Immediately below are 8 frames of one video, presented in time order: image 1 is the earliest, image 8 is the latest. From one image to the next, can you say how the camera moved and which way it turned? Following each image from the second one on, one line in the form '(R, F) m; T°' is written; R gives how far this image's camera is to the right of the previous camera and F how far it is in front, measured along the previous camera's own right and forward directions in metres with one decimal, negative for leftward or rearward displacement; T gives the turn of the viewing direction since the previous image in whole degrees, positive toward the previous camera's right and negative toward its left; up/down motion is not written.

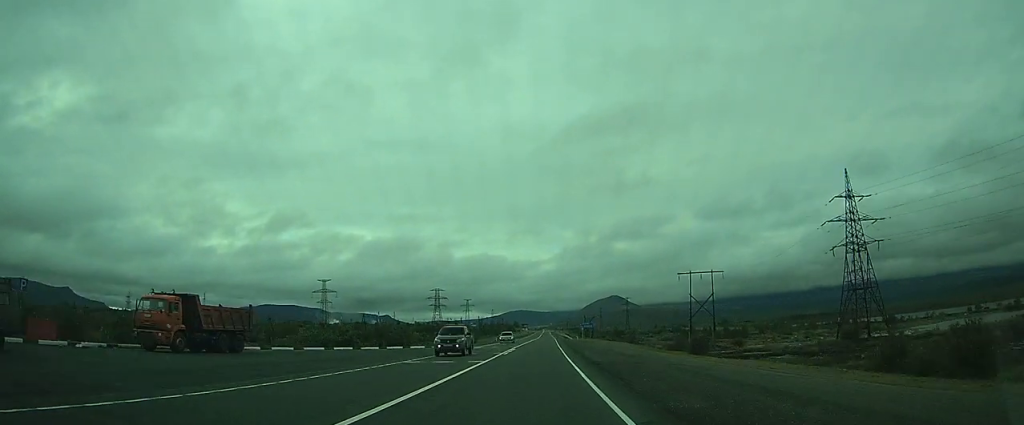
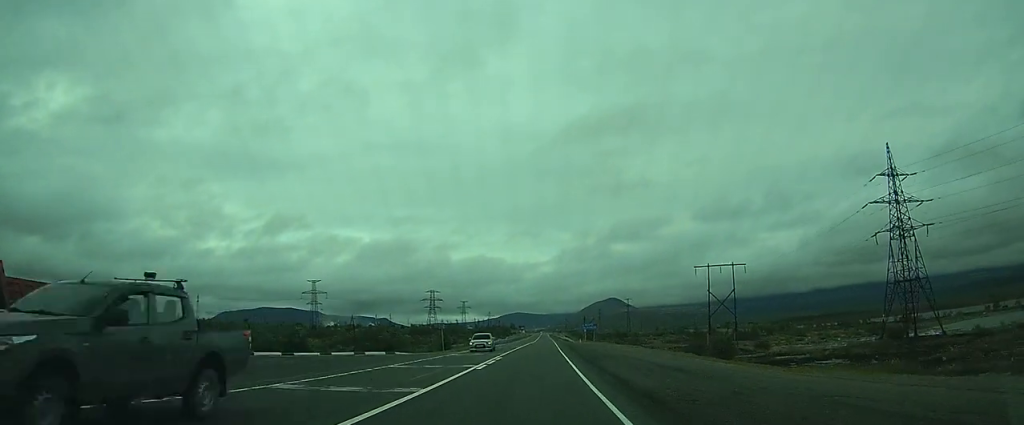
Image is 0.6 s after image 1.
(0.0, +13.5) m; 0°
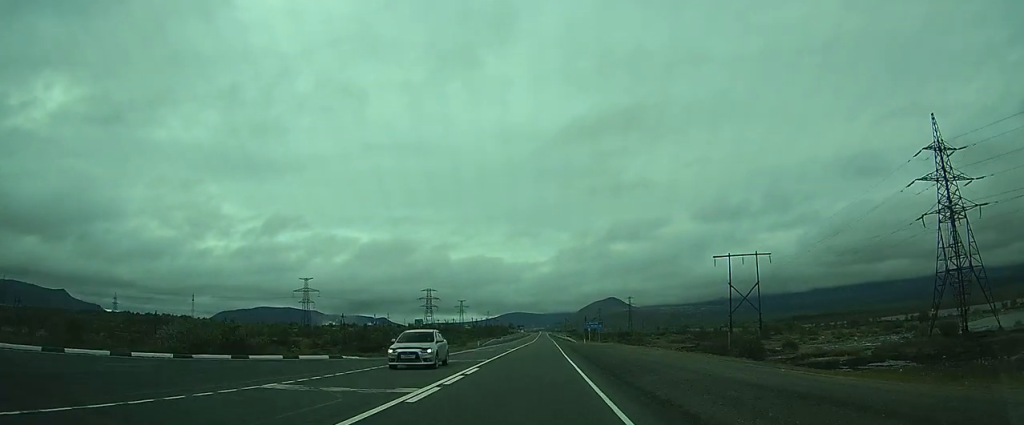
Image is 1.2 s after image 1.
(0.0, +11.4) m; 0°
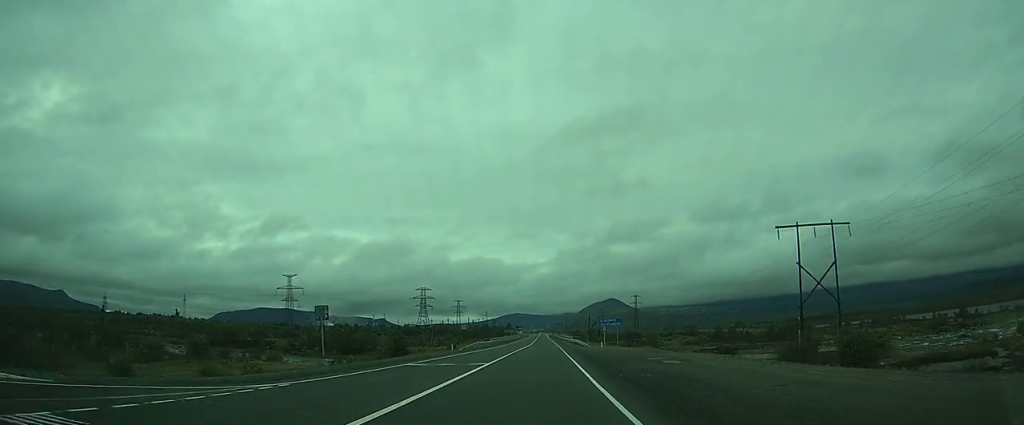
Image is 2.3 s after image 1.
(0.0, +23.7) m; 0°
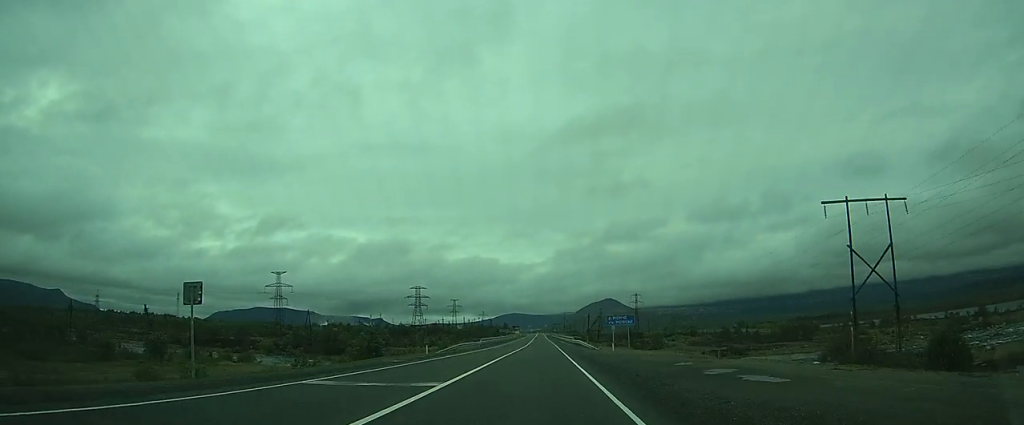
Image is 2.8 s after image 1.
(0.0, +11.5) m; 0°
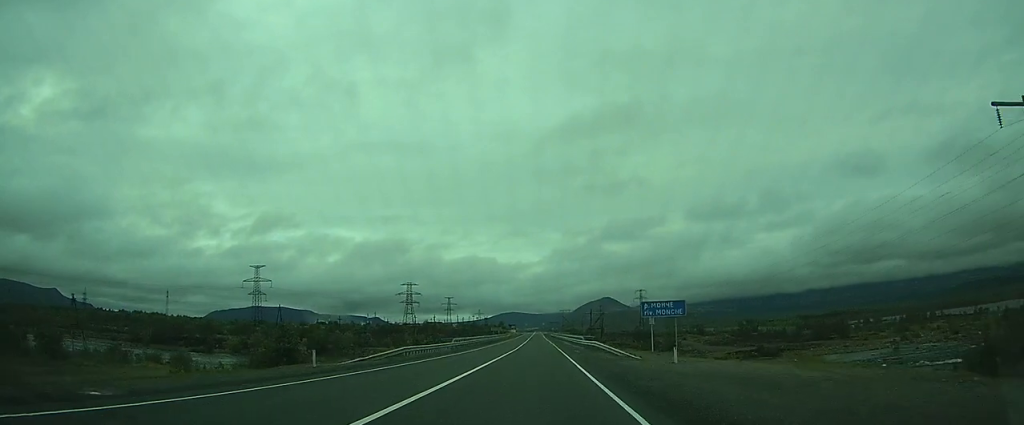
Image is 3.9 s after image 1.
(0.0, +23.0) m; 0°
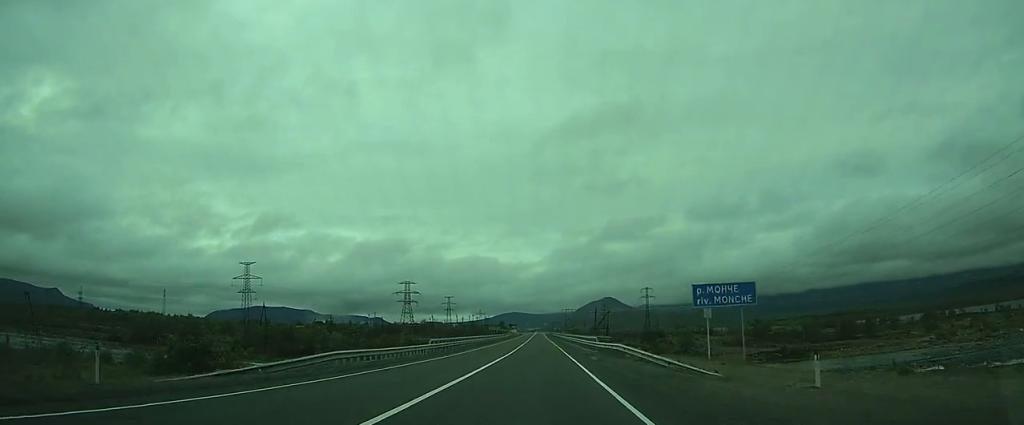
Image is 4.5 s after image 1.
(0.0, +12.9) m; +1°
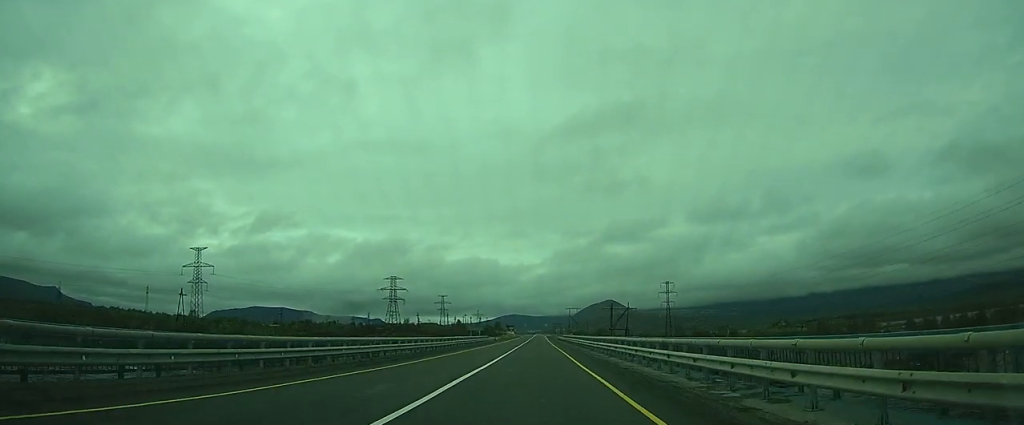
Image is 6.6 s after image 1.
(+0.2, +45.7) m; -1°
